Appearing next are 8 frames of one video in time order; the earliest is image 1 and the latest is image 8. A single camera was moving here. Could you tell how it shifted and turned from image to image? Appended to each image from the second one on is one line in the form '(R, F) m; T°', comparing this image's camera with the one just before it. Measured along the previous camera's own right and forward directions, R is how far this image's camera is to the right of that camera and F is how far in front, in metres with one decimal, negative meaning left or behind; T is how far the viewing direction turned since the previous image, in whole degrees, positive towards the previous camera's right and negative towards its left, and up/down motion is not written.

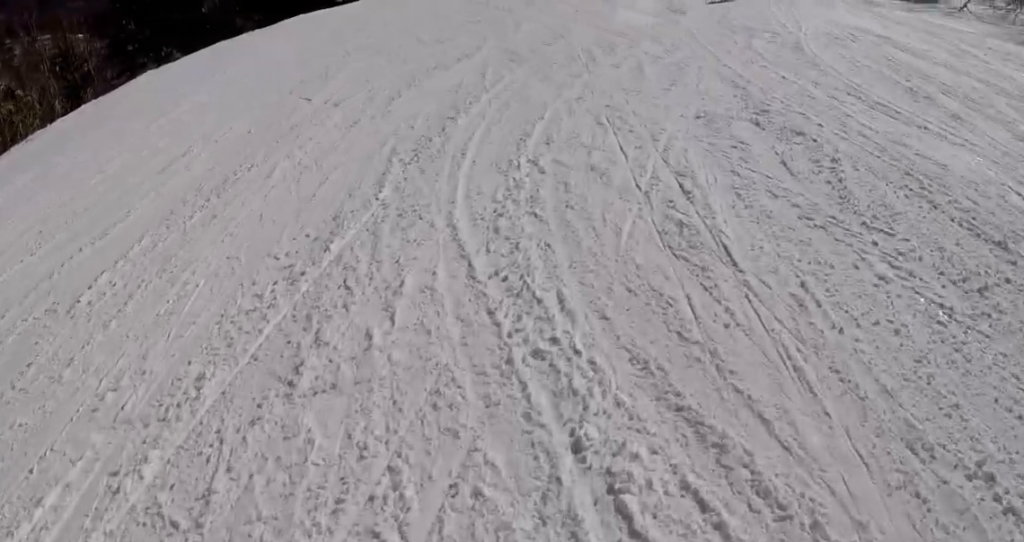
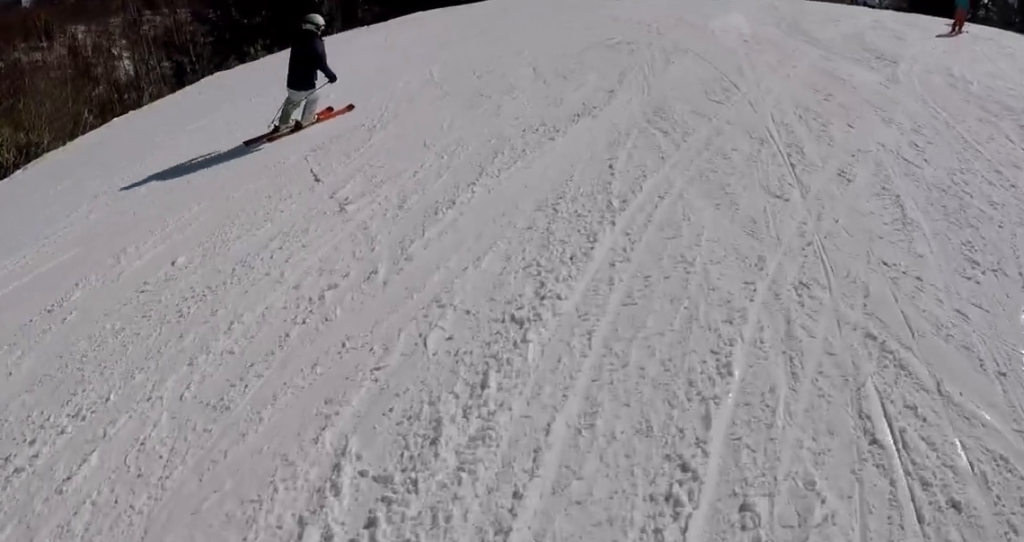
(-0.3, +4.1) m; +2°
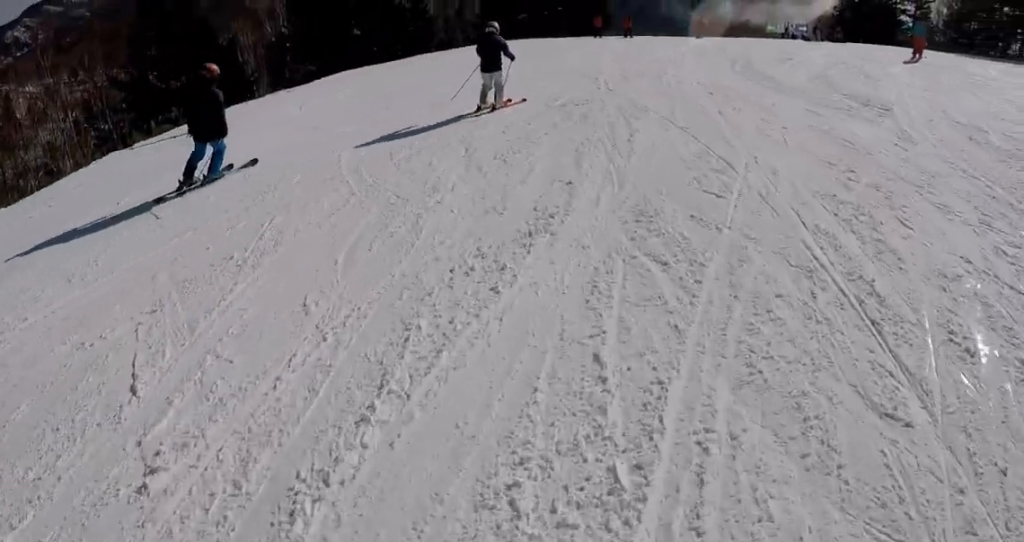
(-0.5, +2.2) m; +3°
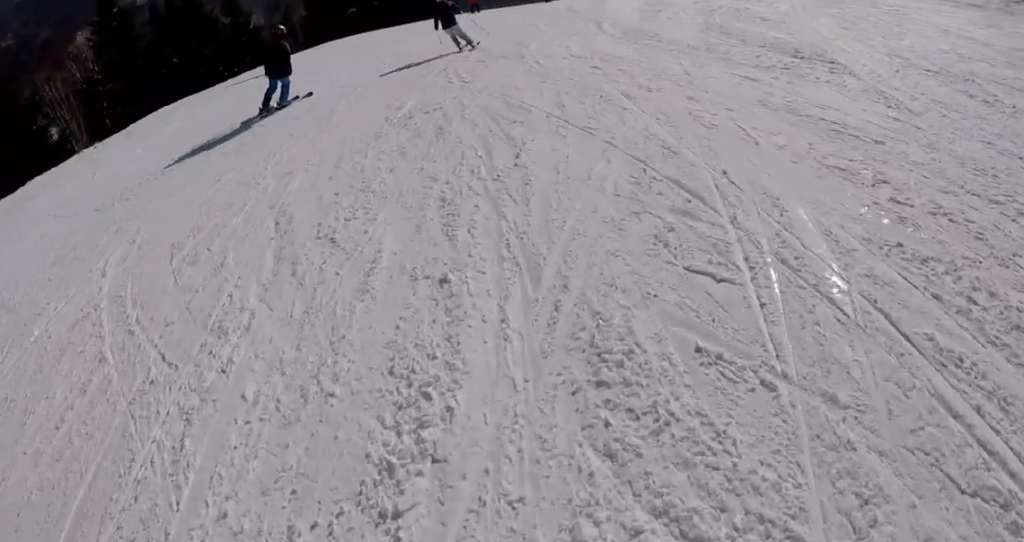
(+1.0, +2.5) m; +10°
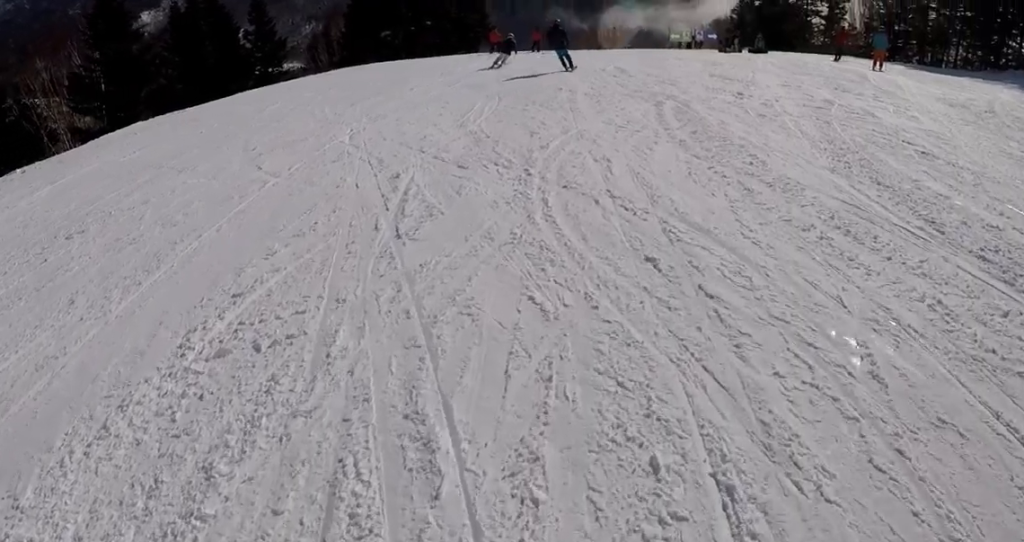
(0.0, +5.6) m; -16°
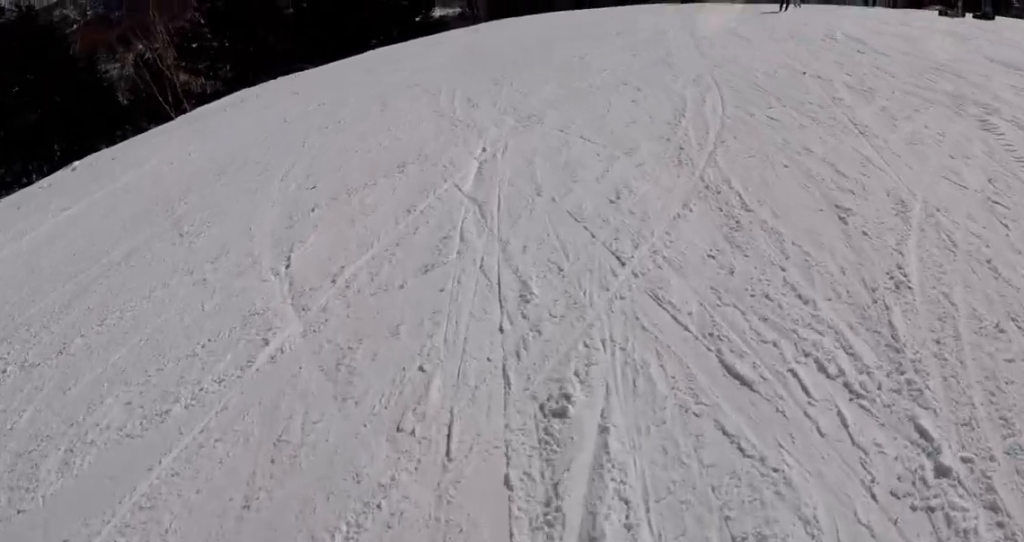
(-1.2, +4.9) m; -12°
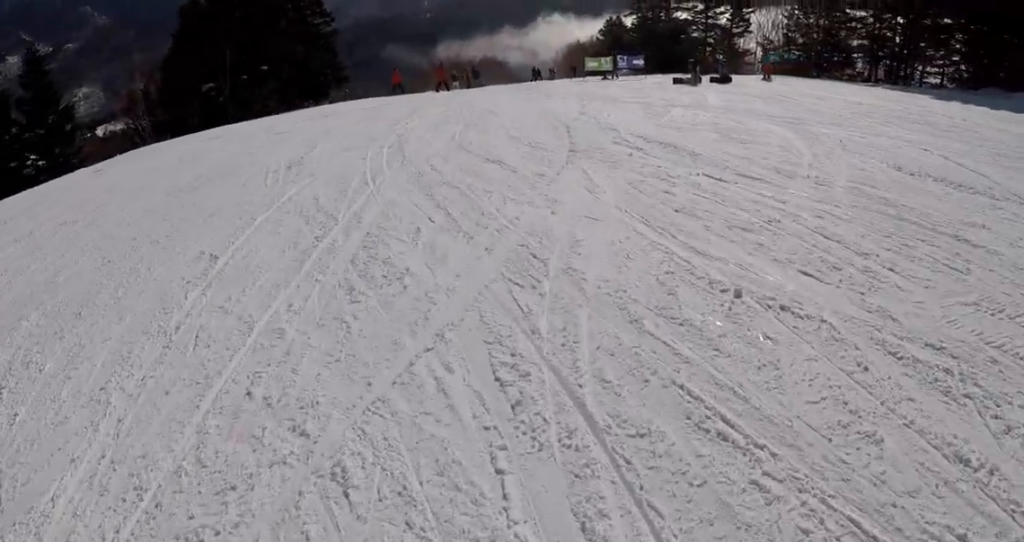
(+2.4, +6.6) m; +30°
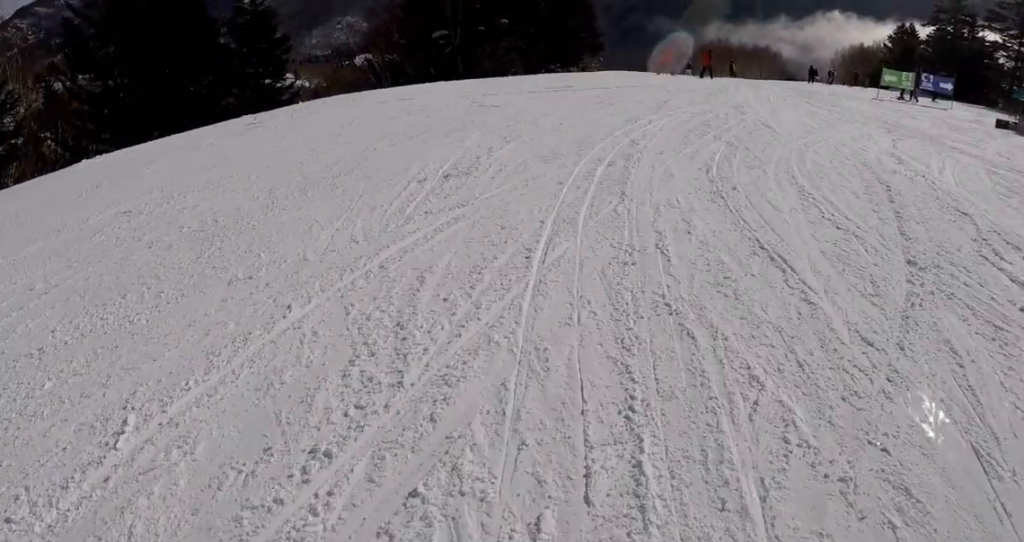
(-0.5, +4.7) m; -20°
